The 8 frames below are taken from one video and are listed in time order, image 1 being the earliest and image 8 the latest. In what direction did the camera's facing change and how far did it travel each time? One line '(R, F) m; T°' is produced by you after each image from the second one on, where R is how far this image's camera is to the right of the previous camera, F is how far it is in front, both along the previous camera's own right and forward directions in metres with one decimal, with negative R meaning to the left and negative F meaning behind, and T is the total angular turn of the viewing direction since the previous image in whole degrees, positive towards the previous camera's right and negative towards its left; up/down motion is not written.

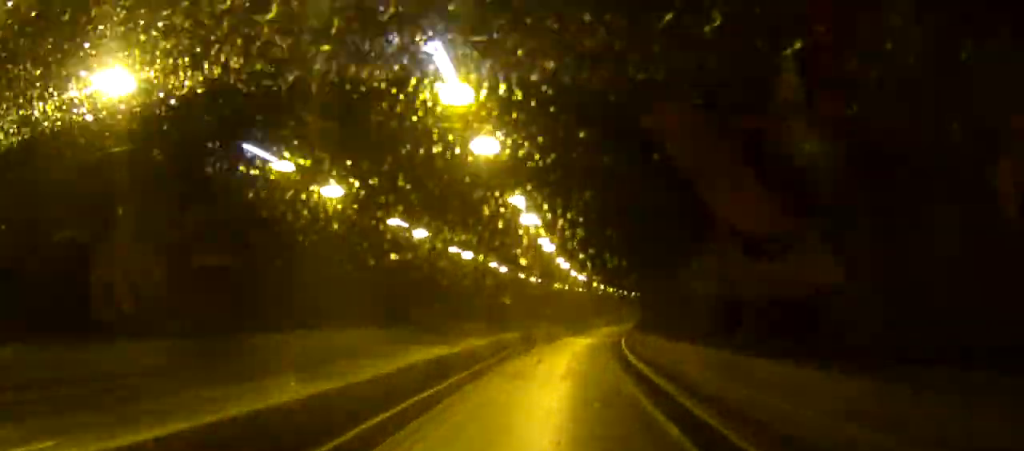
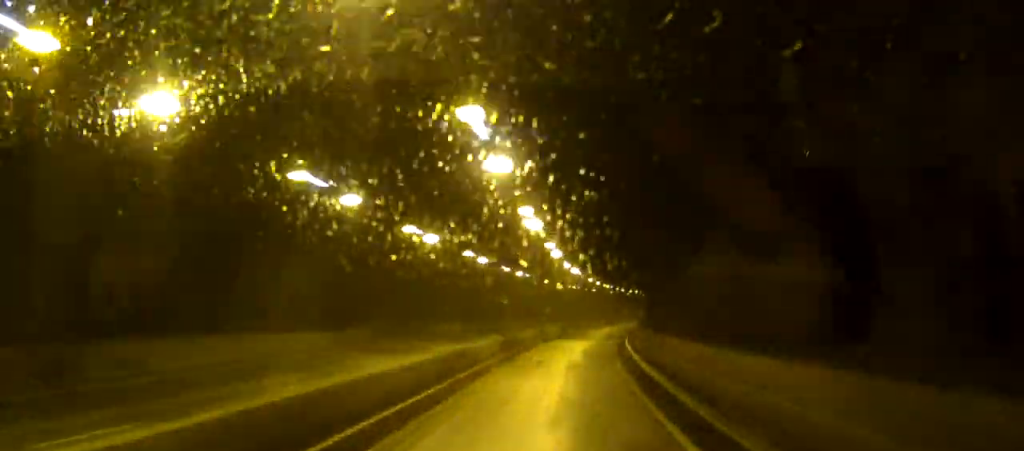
(0.0, +9.2) m; 0°
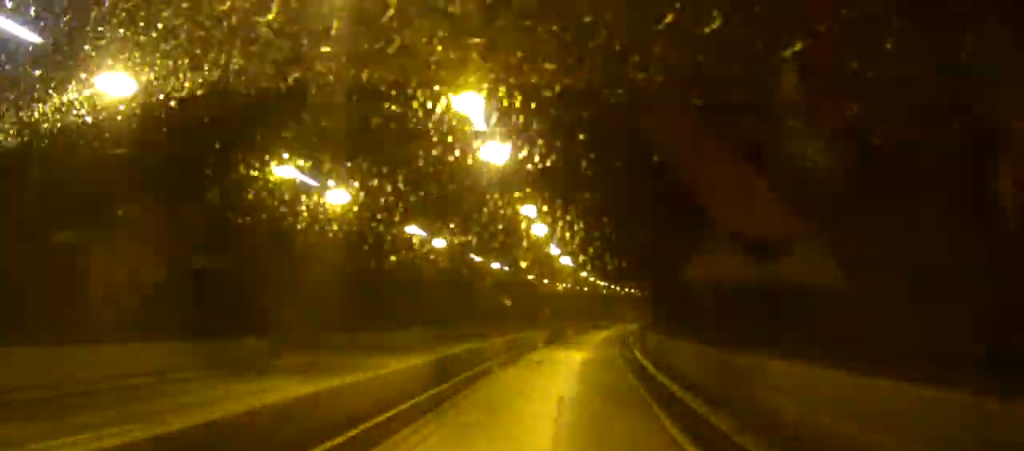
(0.0, +12.2) m; 0°
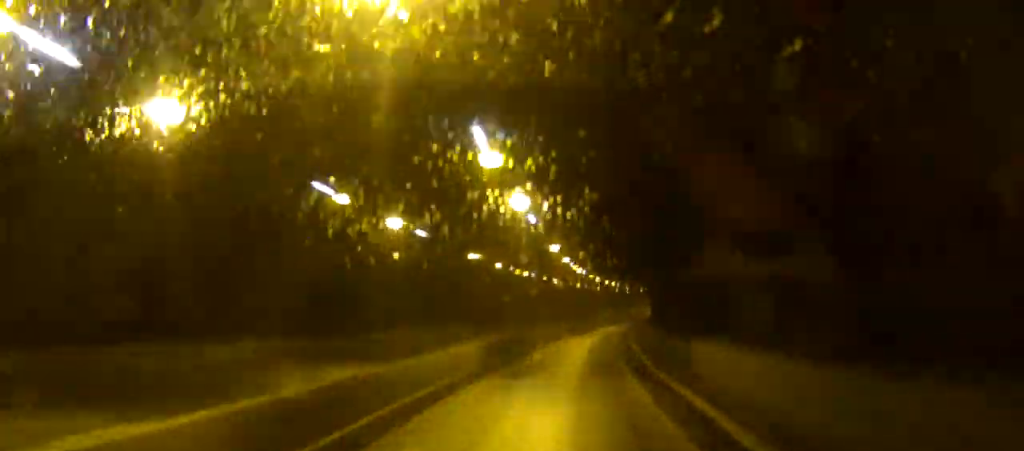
(-0.1, +22.2) m; 0°
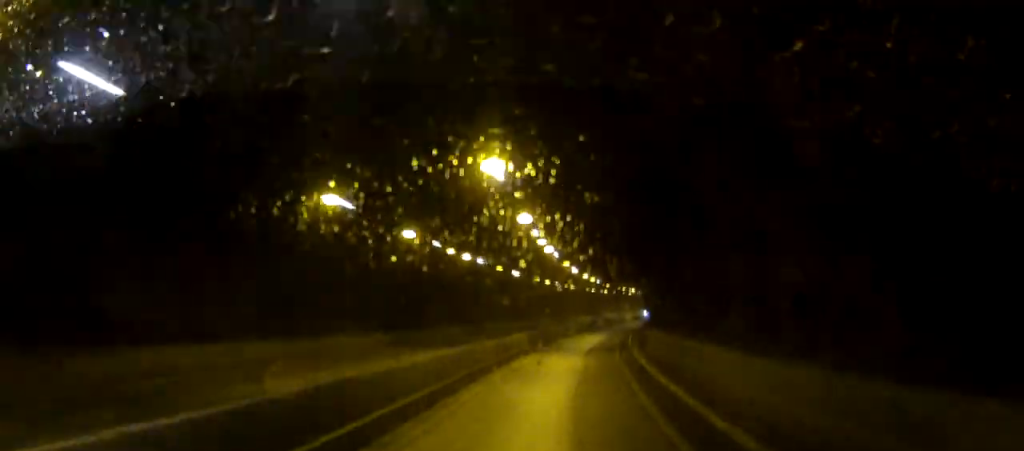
(0.0, +21.5) m; 0°
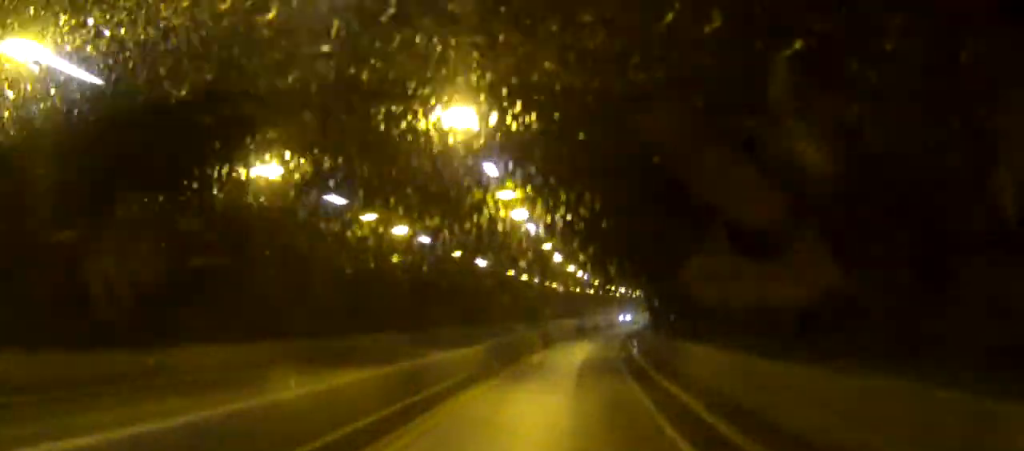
(0.0, +13.0) m; 0°
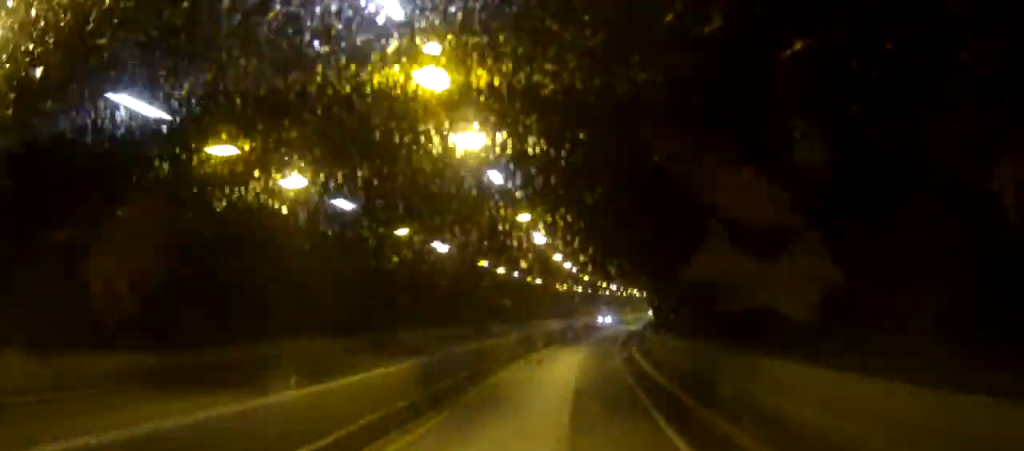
(0.0, +10.0) m; 0°
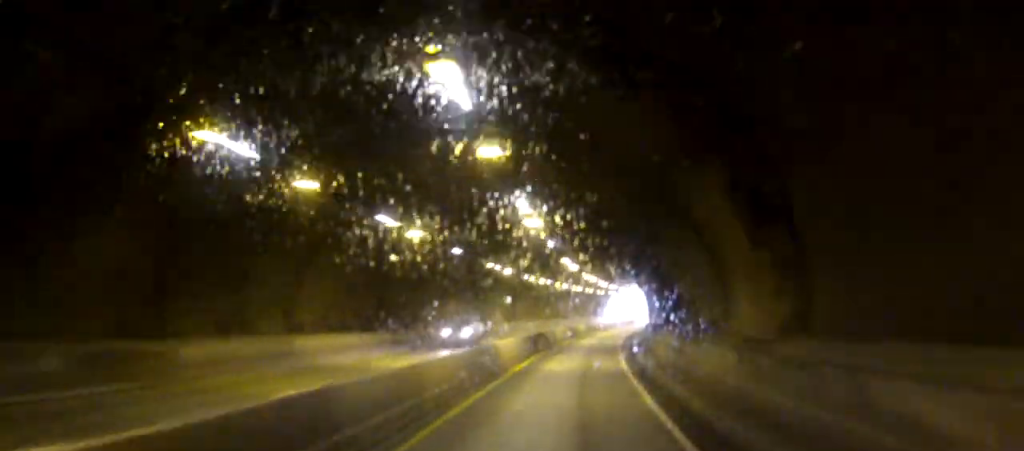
(+21.5, +62.0) m; +32°
